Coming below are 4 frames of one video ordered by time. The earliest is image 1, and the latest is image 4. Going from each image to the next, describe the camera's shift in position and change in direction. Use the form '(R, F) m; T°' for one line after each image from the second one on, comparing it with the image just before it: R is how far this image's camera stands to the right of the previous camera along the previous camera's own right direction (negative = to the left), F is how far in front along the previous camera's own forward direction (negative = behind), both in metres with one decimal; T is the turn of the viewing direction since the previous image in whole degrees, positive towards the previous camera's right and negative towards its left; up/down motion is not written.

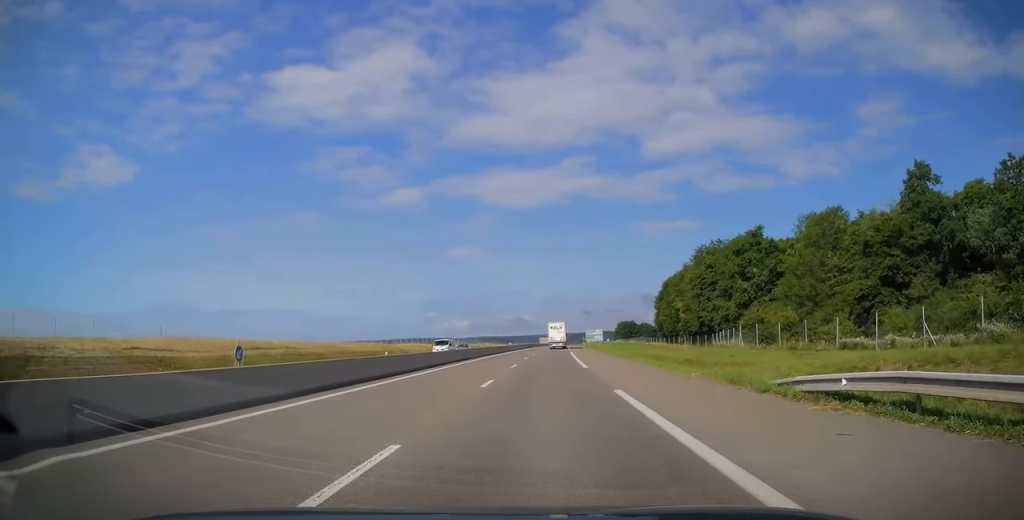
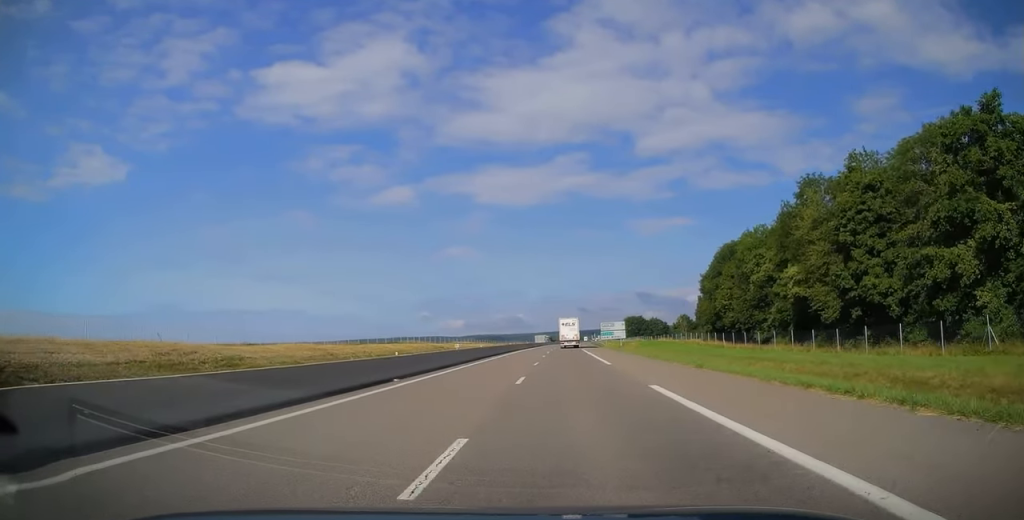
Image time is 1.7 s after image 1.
(+0.2, +53.1) m; +1°
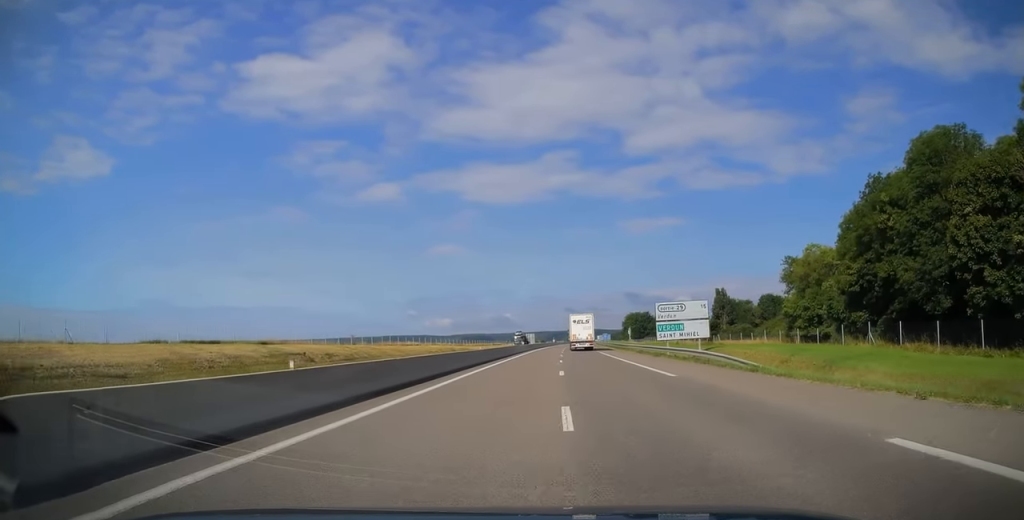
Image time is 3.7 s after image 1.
(+0.6, +62.8) m; +1°
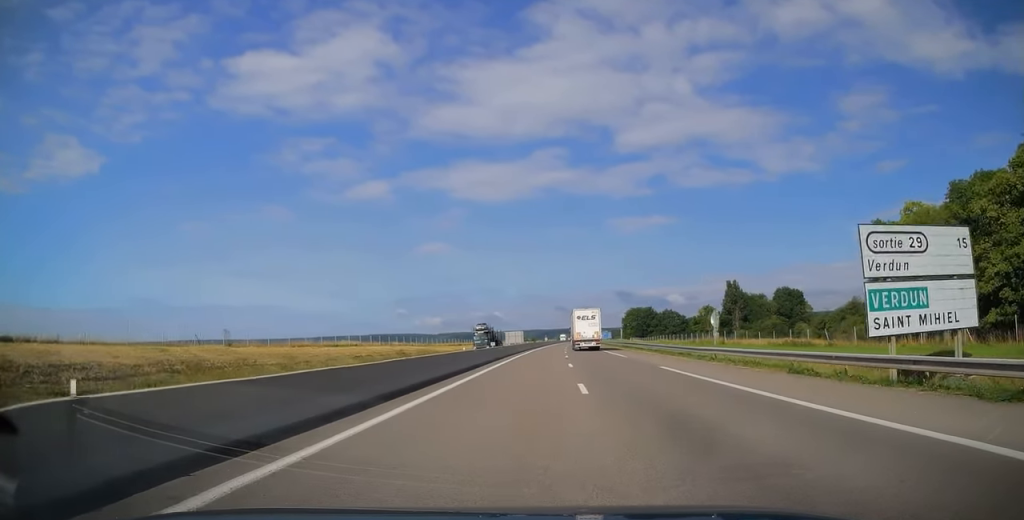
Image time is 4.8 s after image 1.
(+0.4, +34.3) m; +1°
